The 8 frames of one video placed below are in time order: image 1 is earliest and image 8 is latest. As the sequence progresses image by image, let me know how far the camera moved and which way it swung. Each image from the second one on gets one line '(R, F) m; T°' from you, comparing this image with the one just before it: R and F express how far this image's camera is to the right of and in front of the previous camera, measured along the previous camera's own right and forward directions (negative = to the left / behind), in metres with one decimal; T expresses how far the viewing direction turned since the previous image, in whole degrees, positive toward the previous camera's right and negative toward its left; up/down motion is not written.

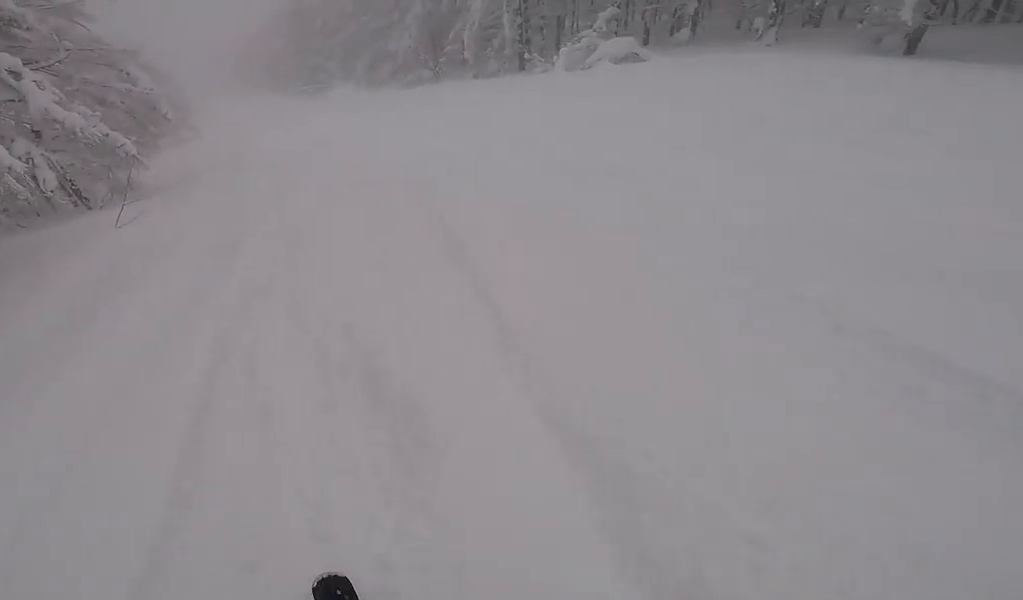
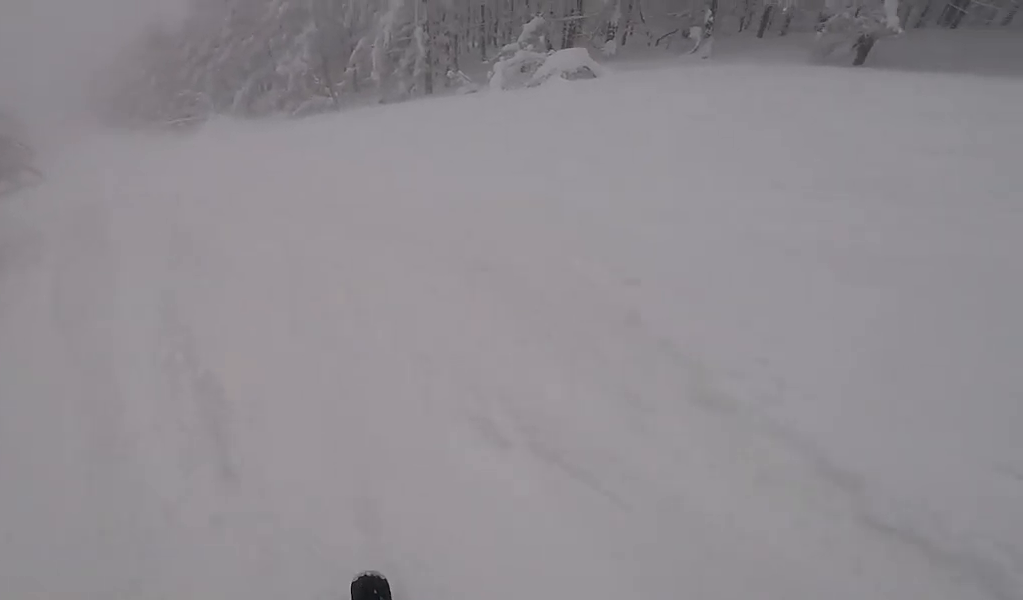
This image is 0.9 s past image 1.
(+0.2, +5.1) m; +16°
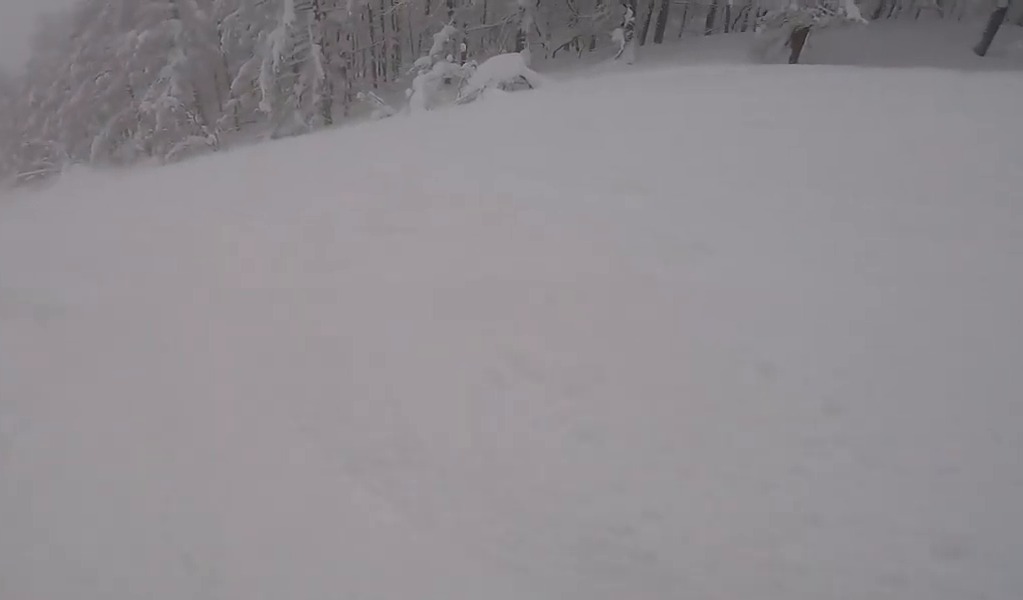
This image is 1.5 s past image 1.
(+0.6, +3.4) m; +10°
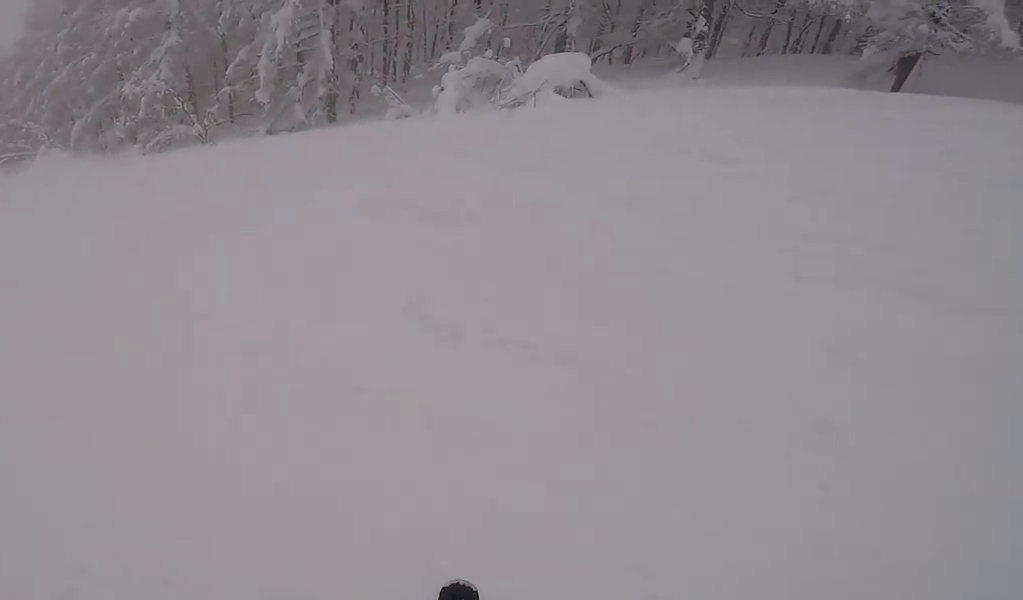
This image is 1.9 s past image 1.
(+0.4, +2.5) m; +7°
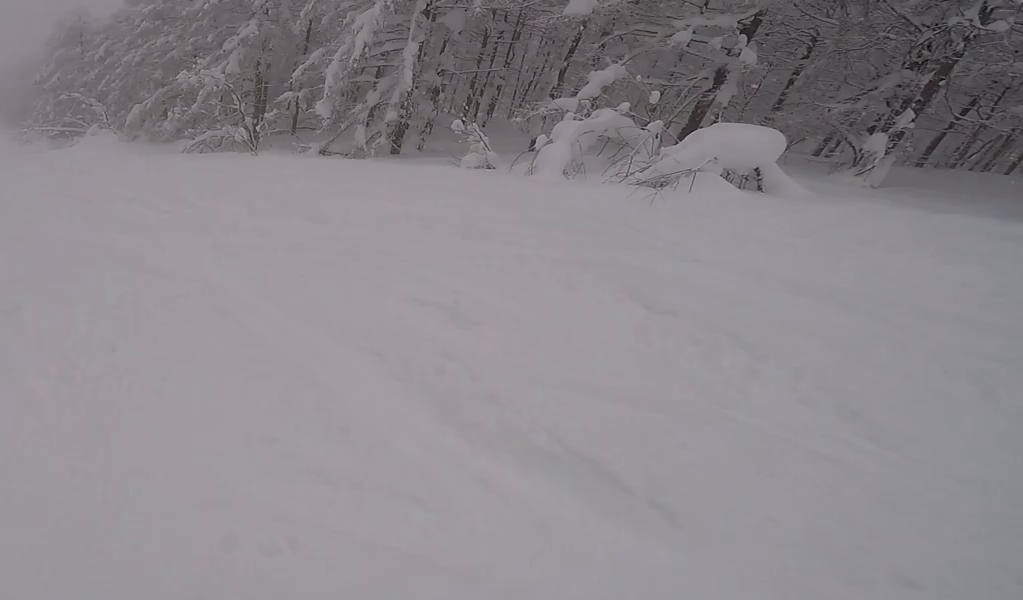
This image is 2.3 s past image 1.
(+0.1, +2.9) m; -7°
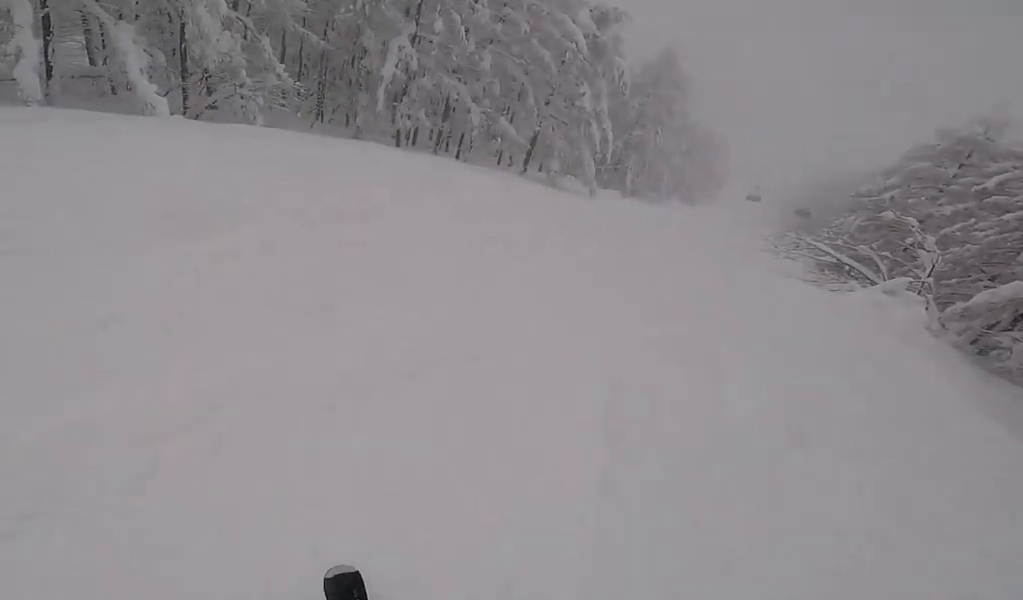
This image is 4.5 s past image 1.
(-6.4, +8.9) m; -58°
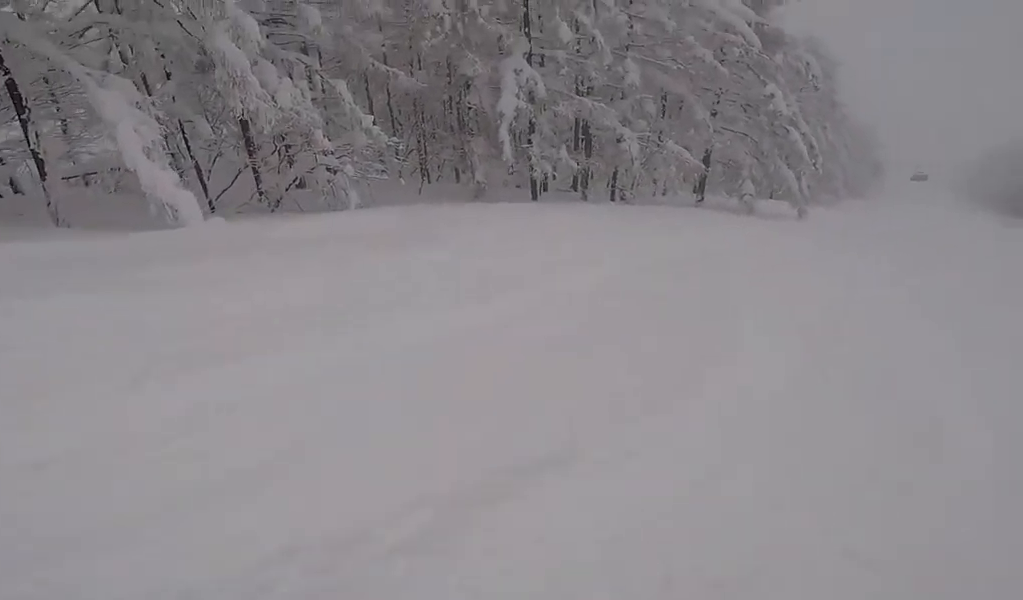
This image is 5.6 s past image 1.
(-0.1, +6.5) m; 0°
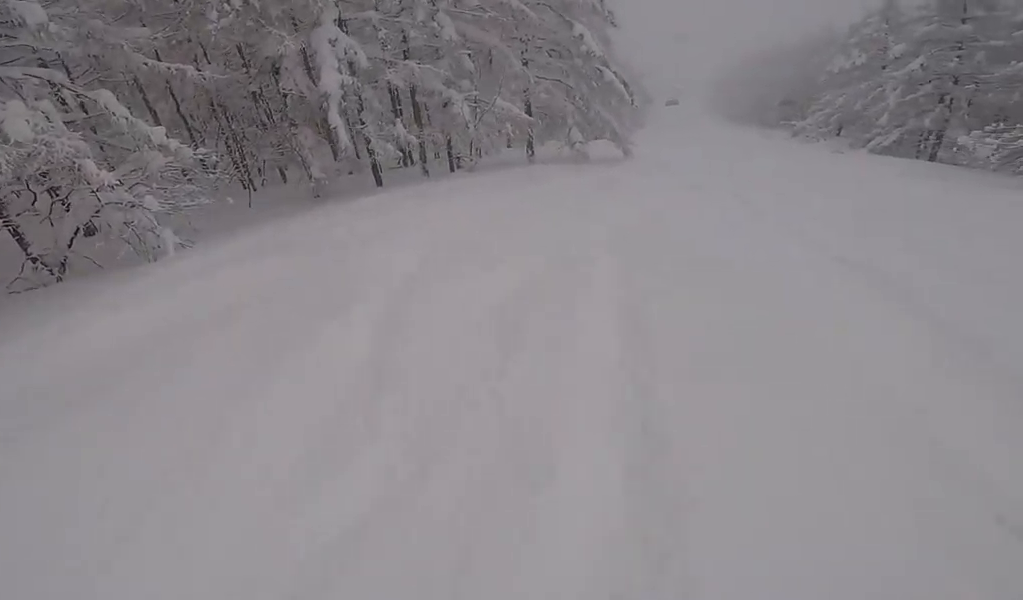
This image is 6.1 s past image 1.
(0.0, +3.0) m; +4°
